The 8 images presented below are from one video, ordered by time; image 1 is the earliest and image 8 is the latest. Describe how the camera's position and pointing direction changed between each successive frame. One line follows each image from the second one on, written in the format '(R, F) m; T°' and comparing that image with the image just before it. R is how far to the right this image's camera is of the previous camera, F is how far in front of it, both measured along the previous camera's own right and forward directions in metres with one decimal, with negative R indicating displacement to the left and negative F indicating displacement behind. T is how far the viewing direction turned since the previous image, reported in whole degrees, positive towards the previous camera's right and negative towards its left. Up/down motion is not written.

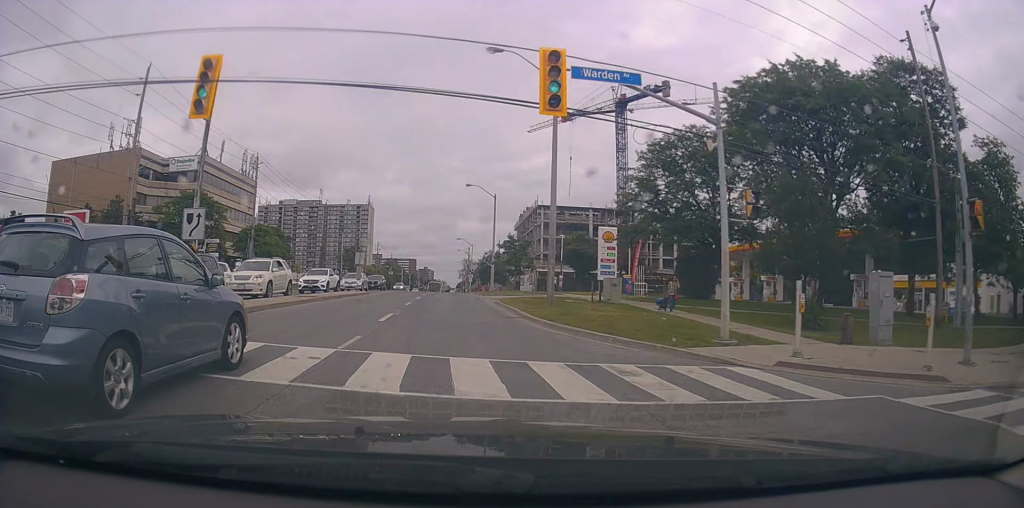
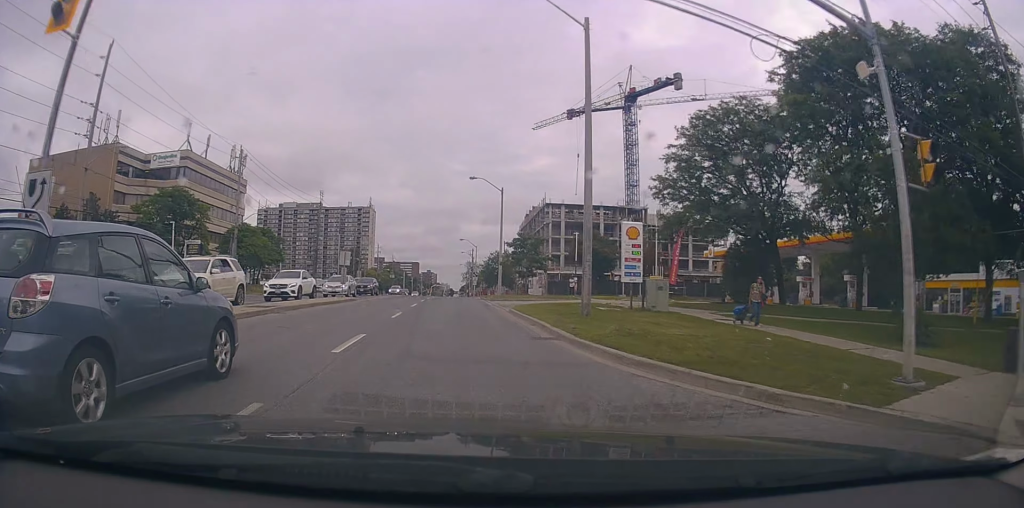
(+0.3, +5.6) m; 0°
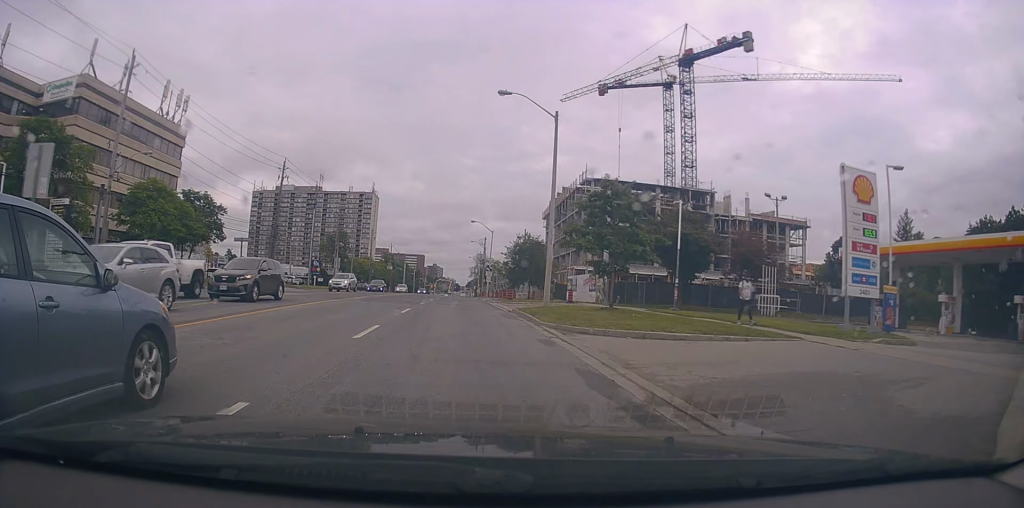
(-1.3, +25.2) m; -2°
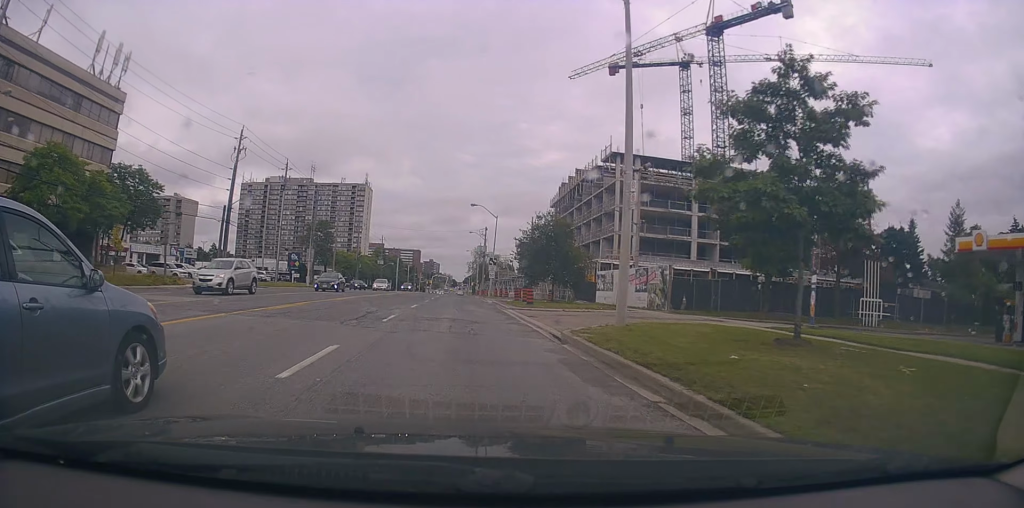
(+0.2, +13.9) m; -2°
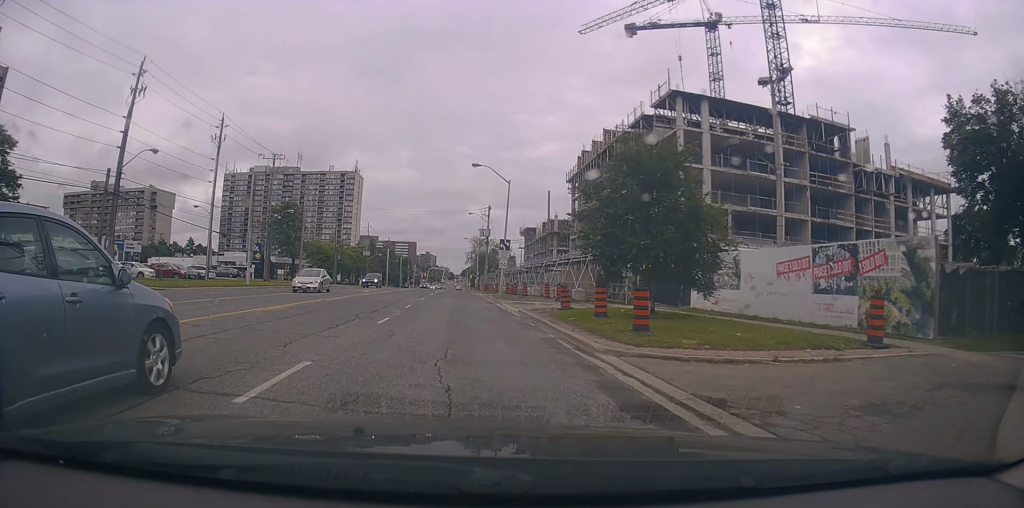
(+0.2, +19.7) m; +3°
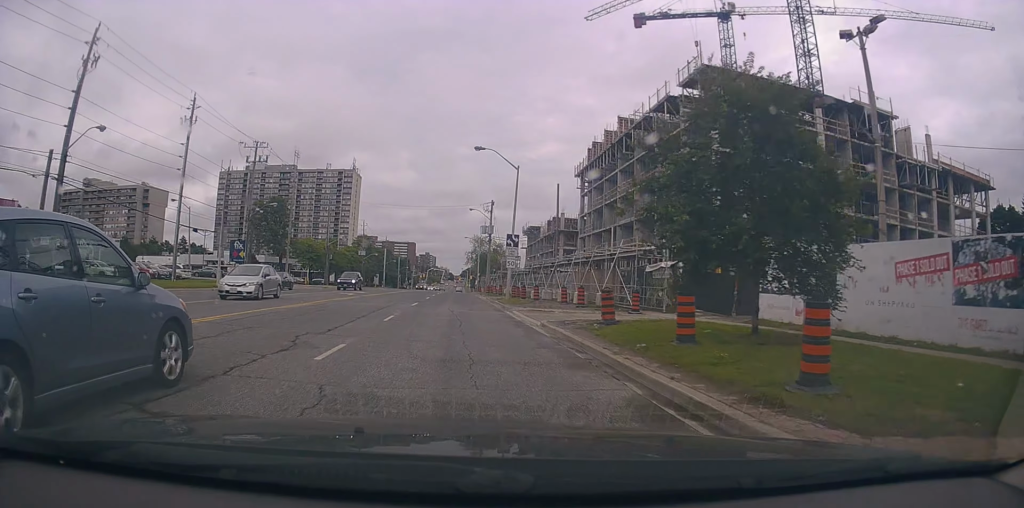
(+0.2, +6.5) m; 0°
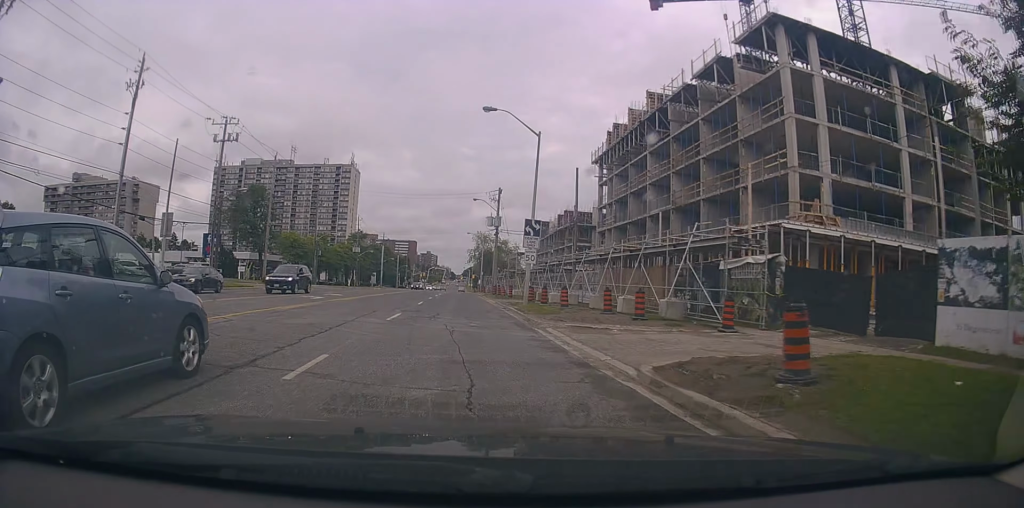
(-0.4, +9.1) m; -2°
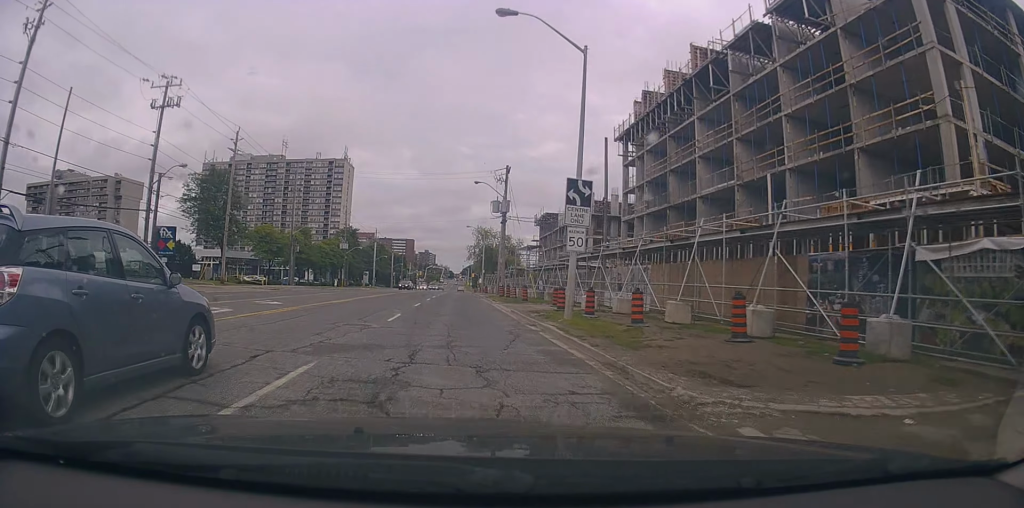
(0.0, +11.3) m; 0°
